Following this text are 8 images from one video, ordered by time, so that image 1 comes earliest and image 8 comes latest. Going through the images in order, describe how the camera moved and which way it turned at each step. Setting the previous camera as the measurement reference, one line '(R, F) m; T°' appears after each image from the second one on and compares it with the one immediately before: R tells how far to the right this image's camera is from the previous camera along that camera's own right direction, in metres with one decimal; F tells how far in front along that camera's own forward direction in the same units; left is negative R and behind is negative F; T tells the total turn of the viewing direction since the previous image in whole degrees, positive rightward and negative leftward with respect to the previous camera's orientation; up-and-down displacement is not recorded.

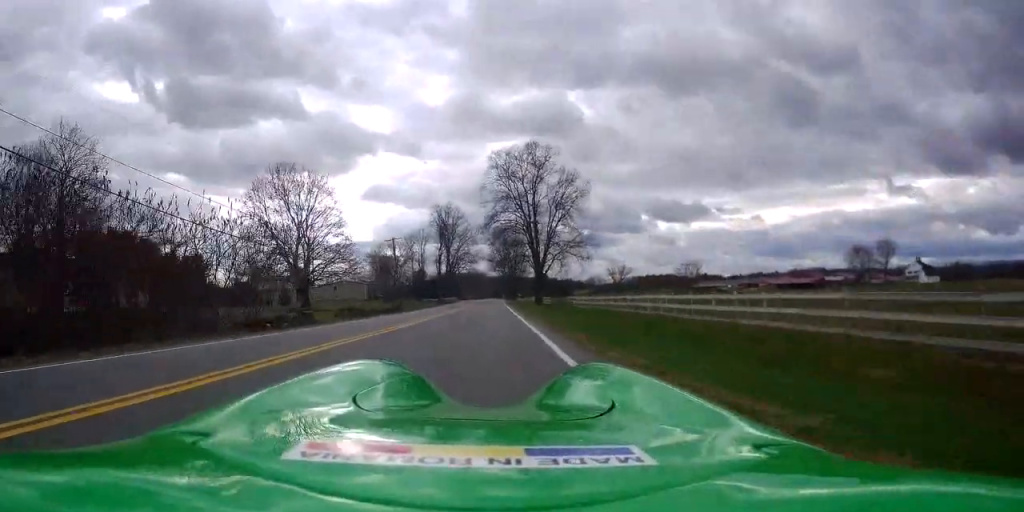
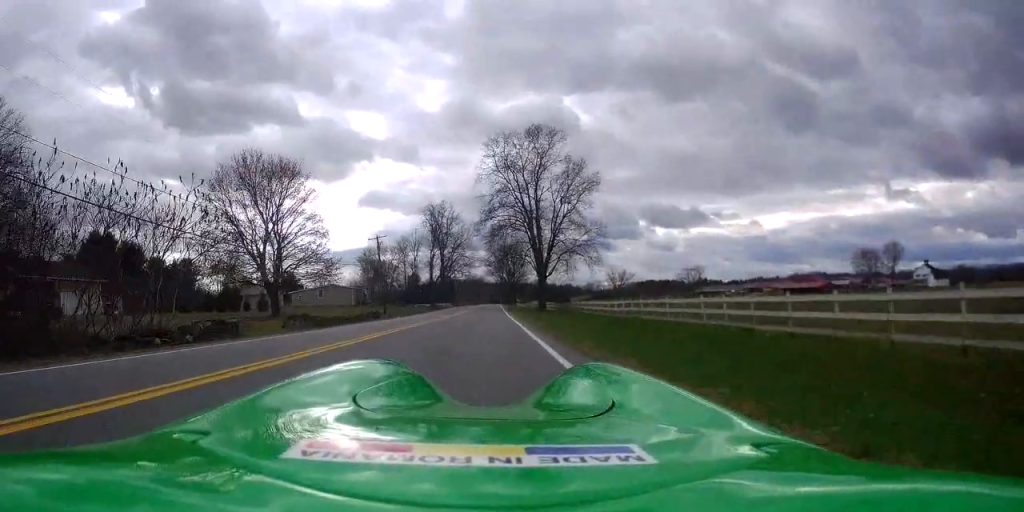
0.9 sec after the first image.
(0.0, +8.9) m; +3°
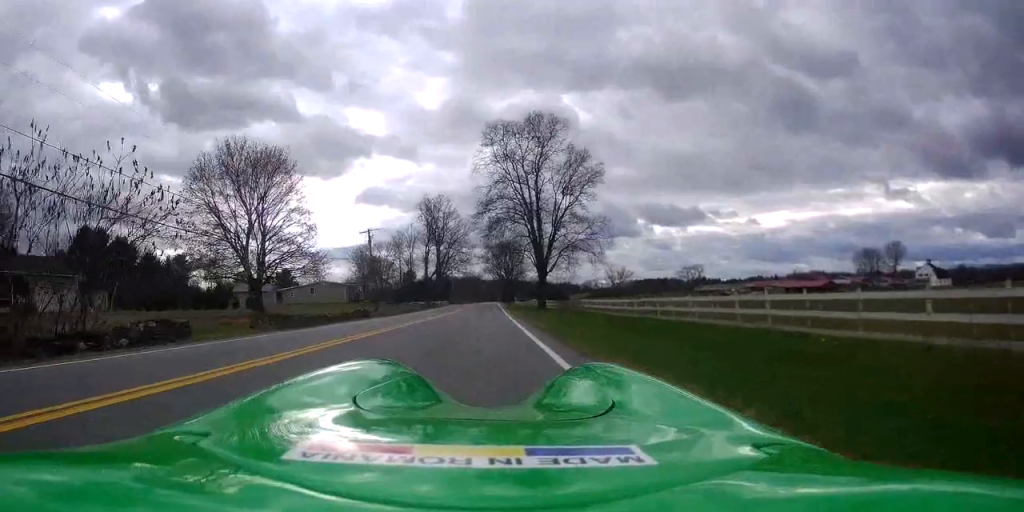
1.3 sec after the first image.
(0.0, +3.6) m; +1°
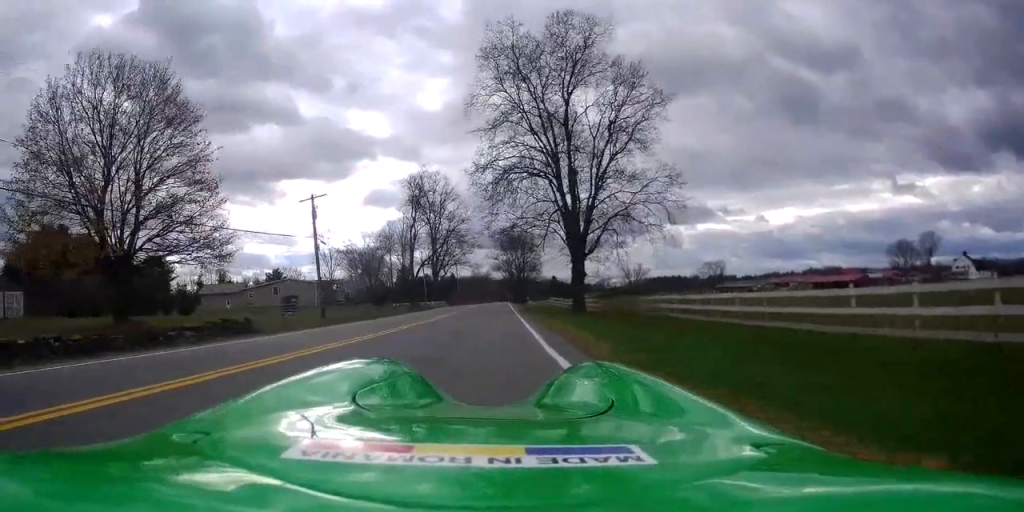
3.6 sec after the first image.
(-0.1, +22.3) m; -5°
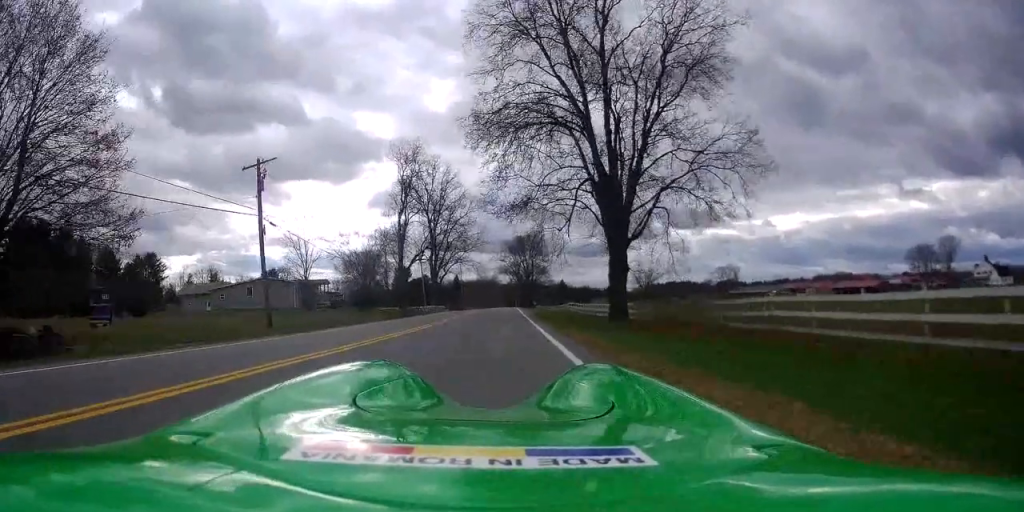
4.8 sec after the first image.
(-0.4, +11.6) m; -2°
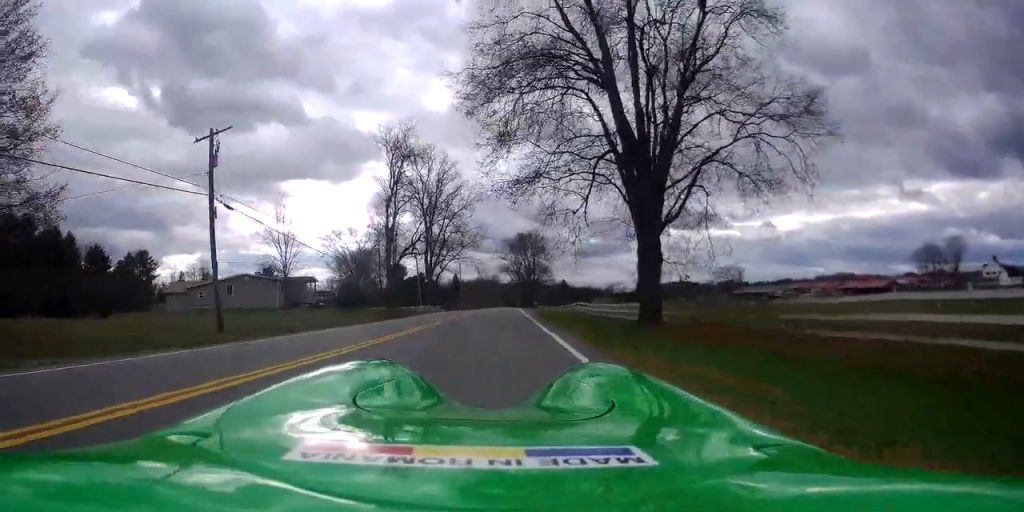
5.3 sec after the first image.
(0.0, +5.9) m; 0°
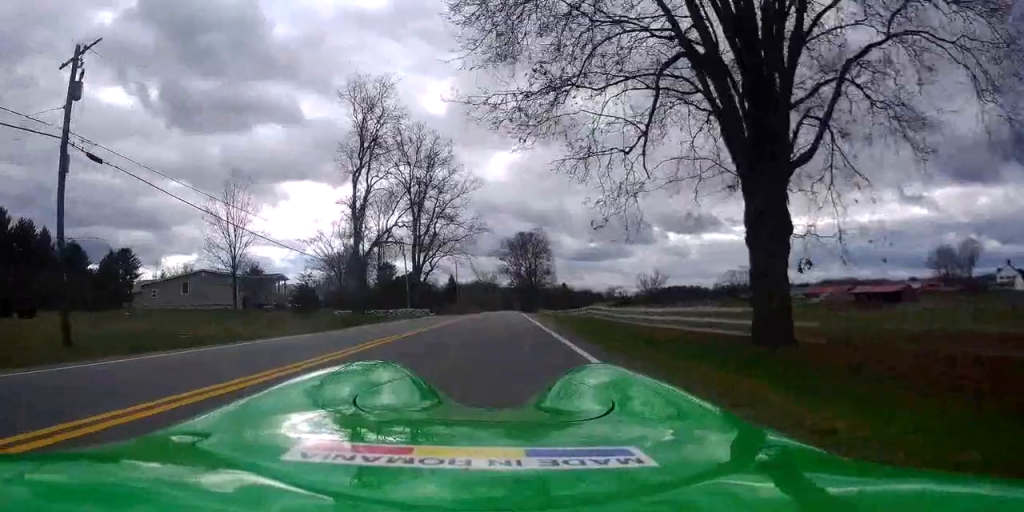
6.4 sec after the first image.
(-0.1, +10.9) m; 0°
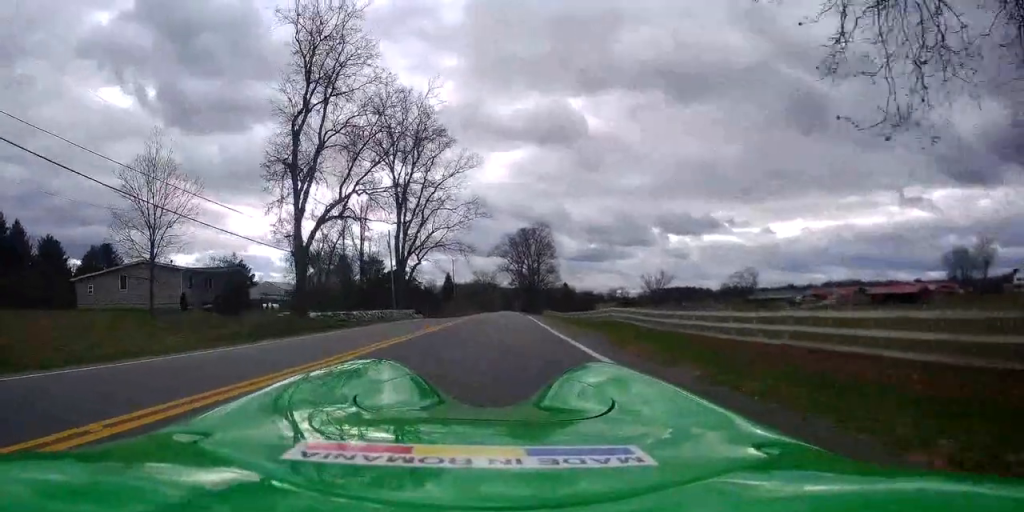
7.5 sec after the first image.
(+0.1, +11.3) m; 0°
